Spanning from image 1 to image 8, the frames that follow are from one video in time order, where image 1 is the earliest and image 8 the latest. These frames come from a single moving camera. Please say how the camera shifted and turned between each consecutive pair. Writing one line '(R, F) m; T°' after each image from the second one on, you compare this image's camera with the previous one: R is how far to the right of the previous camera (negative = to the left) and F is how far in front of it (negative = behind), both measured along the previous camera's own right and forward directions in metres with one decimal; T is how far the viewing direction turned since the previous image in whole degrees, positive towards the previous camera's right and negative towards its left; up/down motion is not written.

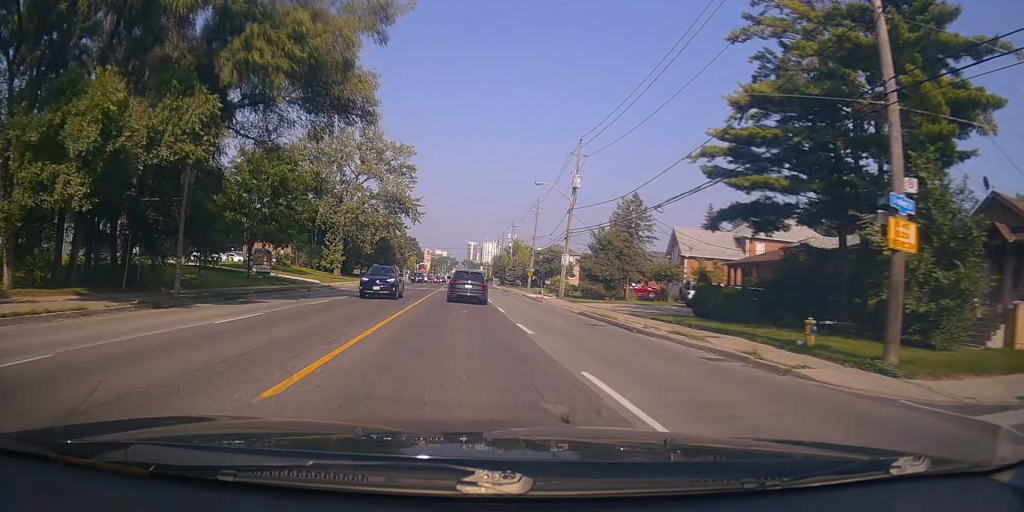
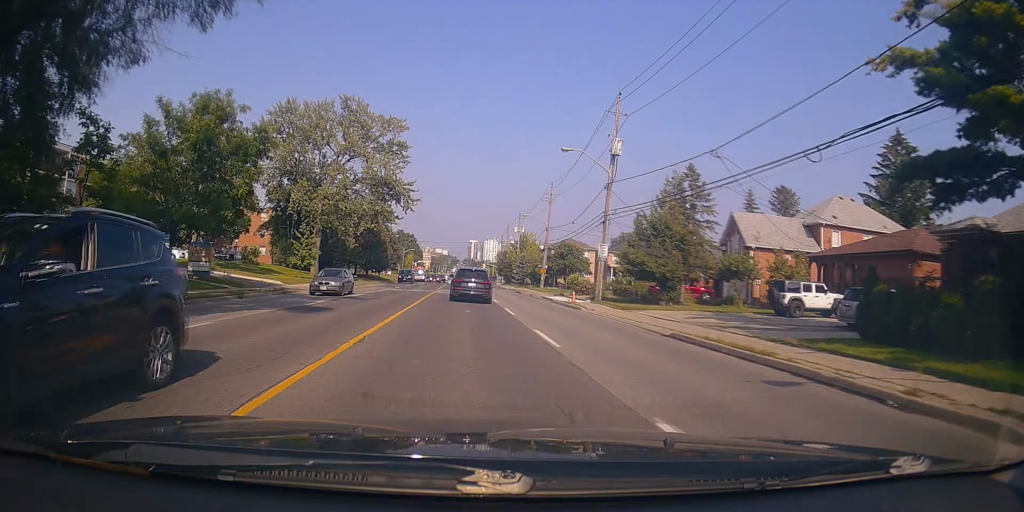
(+0.1, +12.1) m; 0°
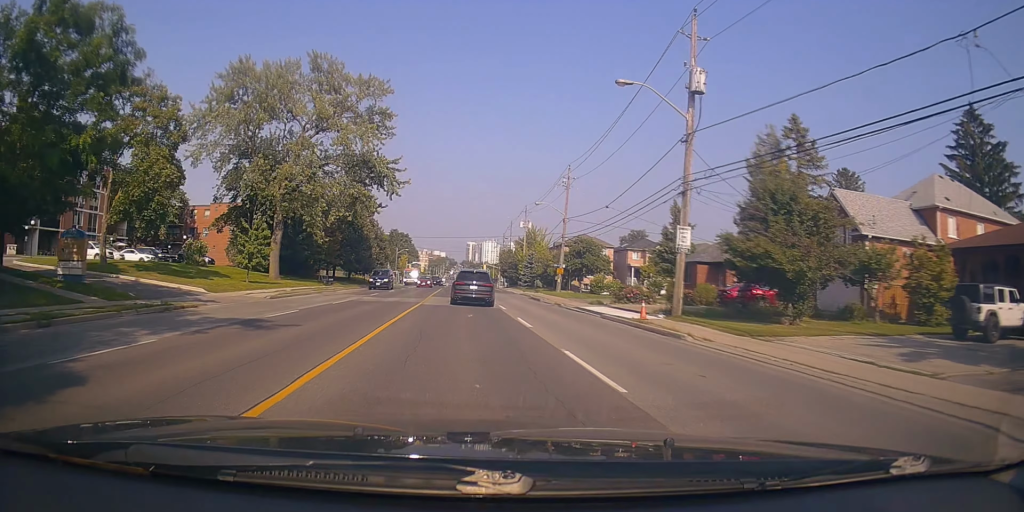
(-0.2, +13.3) m; 0°
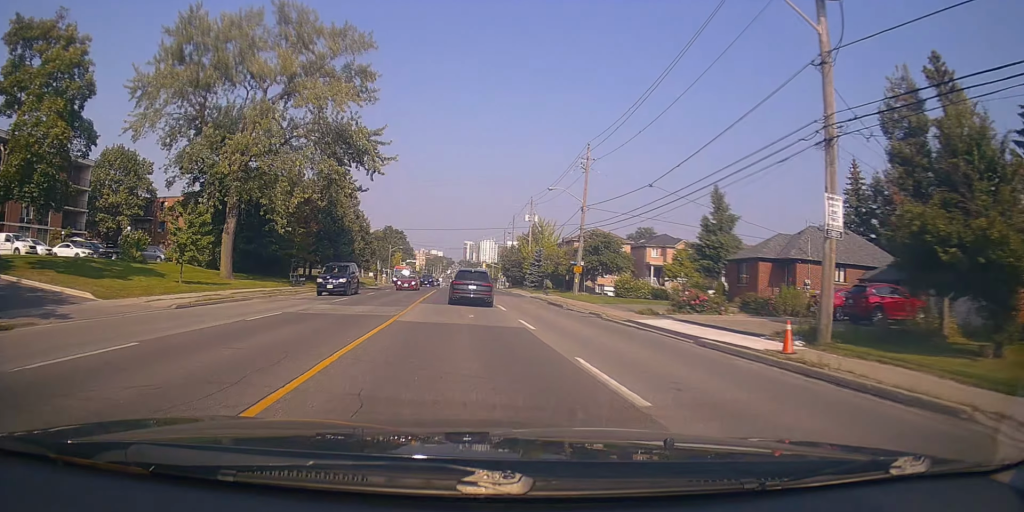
(-0.1, +10.1) m; +2°
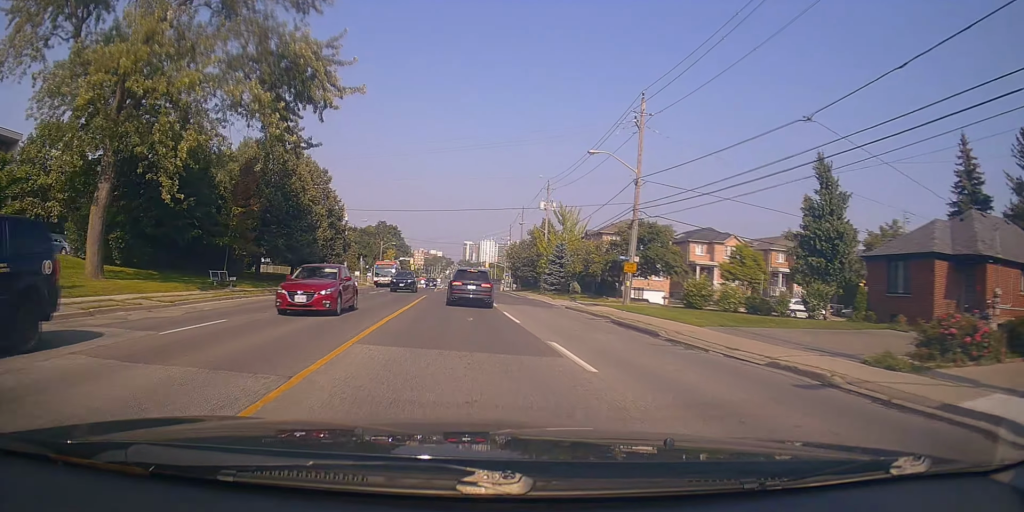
(+0.6, +15.7) m; 0°
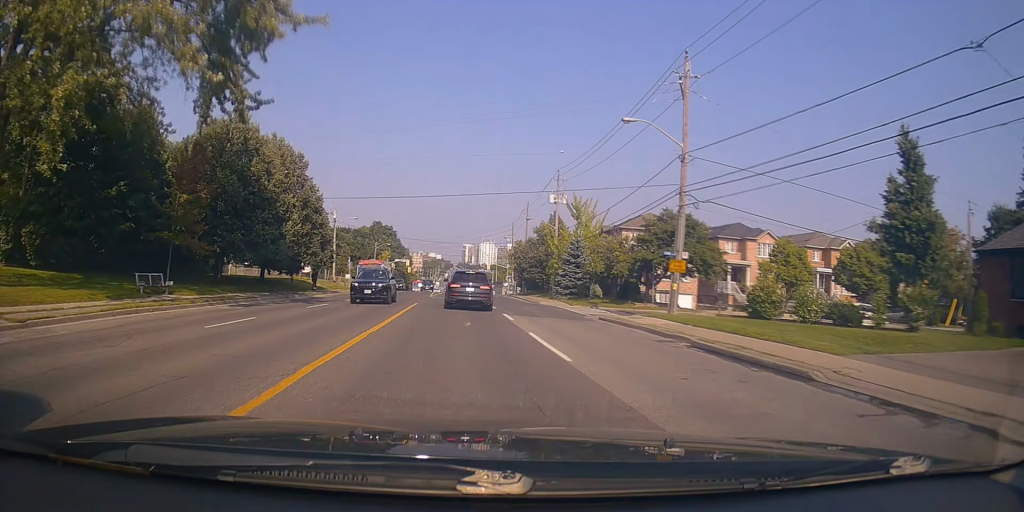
(-0.3, +7.8) m; -2°
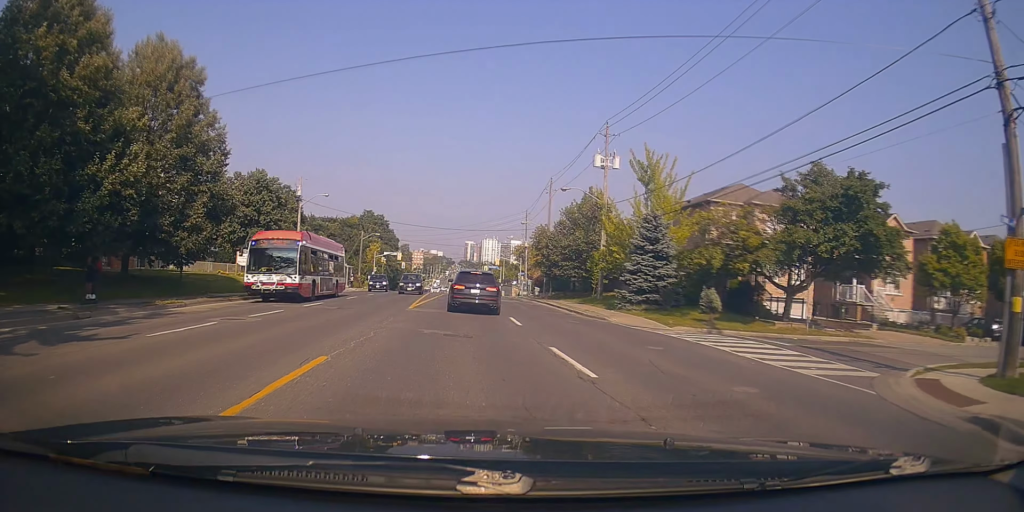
(-0.8, +19.6) m; 0°
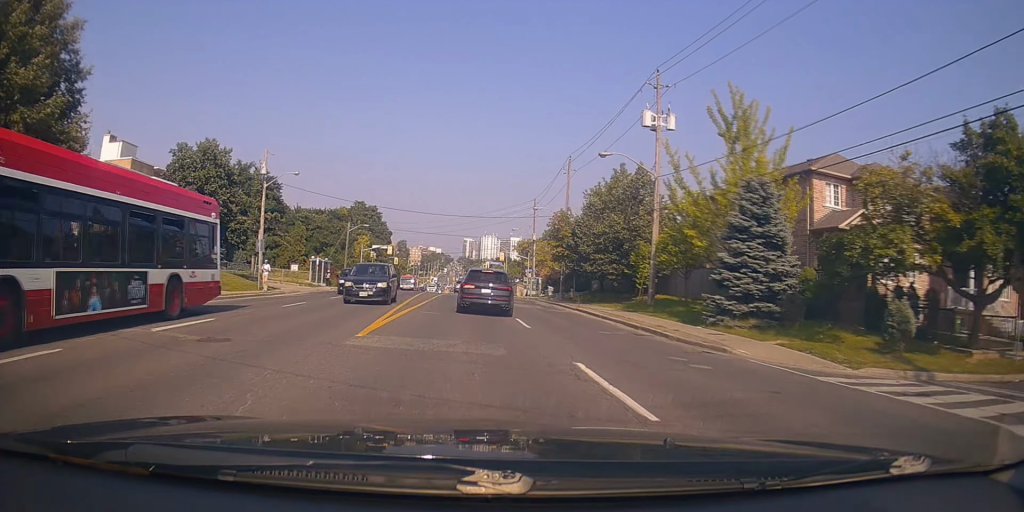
(+0.6, +11.7) m; +2°
